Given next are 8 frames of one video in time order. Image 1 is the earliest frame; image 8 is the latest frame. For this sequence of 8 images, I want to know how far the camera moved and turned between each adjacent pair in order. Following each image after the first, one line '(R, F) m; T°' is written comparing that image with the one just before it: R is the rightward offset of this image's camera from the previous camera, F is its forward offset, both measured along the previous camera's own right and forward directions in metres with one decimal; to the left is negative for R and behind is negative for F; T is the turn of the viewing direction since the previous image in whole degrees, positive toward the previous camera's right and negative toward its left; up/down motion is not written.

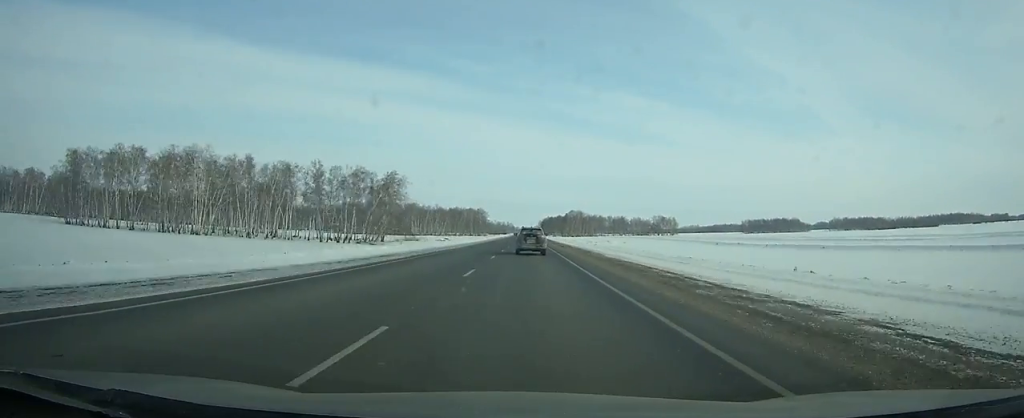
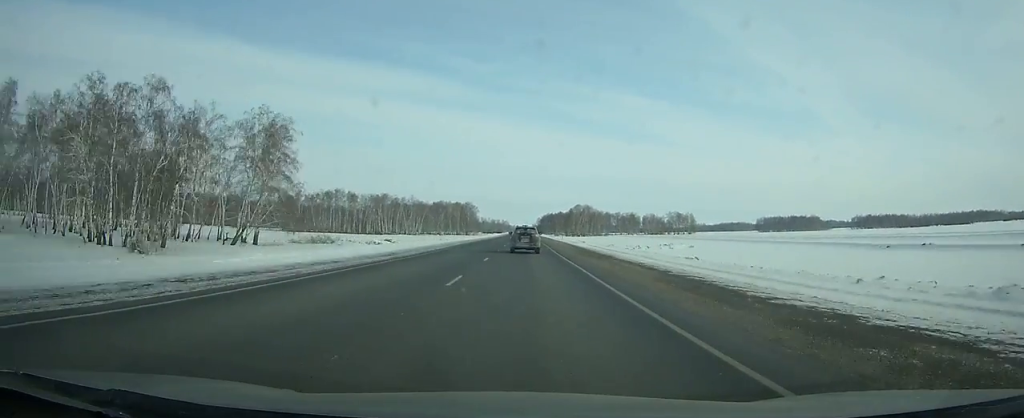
(+0.3, +74.8) m; 0°
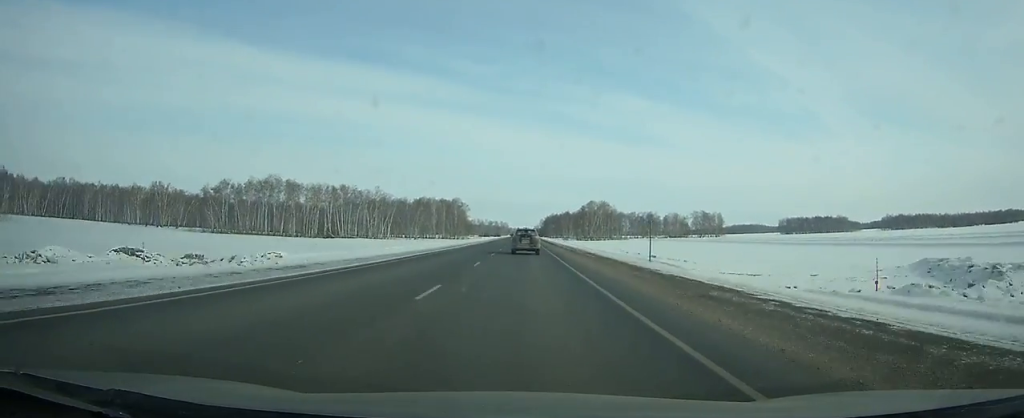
(-0.2, +73.7) m; 0°
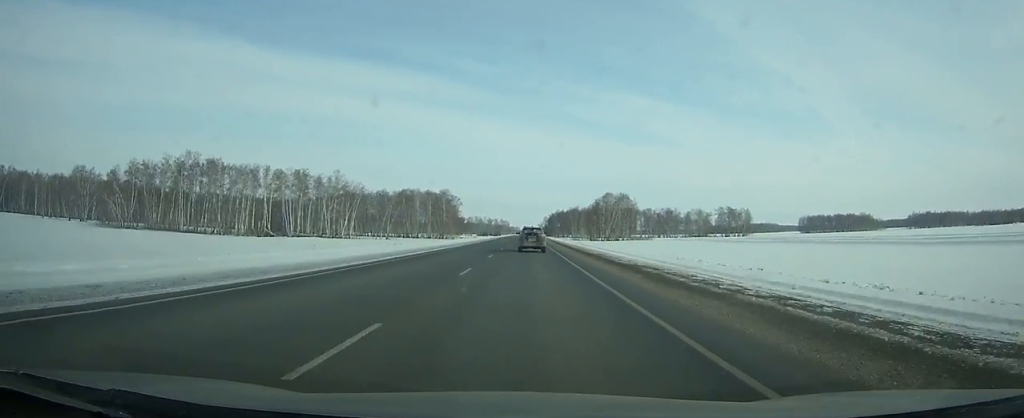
(0.0, +53.7) m; 0°
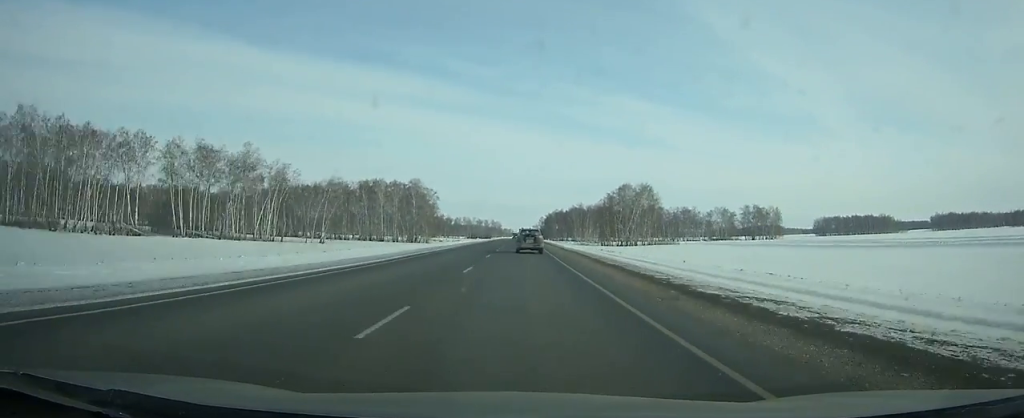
(0.0, +55.5) m; 0°
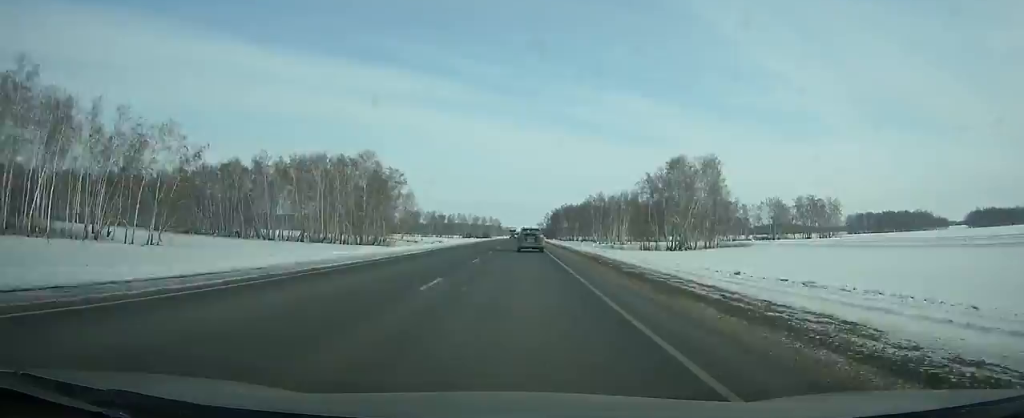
(+0.1, +62.0) m; 0°
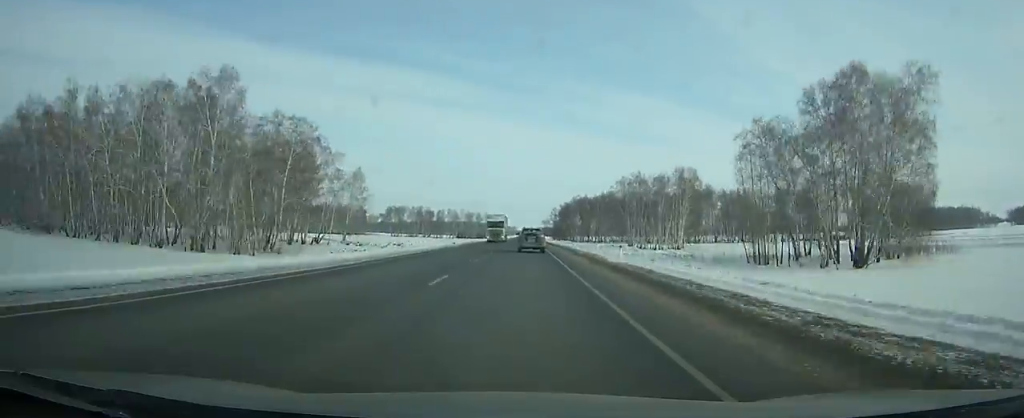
(-0.2, +63.2) m; 0°
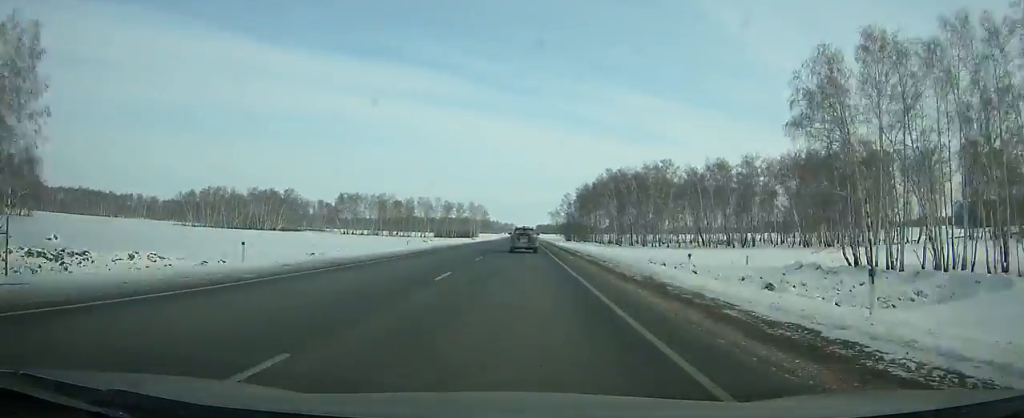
(0.0, +99.6) m; 0°
